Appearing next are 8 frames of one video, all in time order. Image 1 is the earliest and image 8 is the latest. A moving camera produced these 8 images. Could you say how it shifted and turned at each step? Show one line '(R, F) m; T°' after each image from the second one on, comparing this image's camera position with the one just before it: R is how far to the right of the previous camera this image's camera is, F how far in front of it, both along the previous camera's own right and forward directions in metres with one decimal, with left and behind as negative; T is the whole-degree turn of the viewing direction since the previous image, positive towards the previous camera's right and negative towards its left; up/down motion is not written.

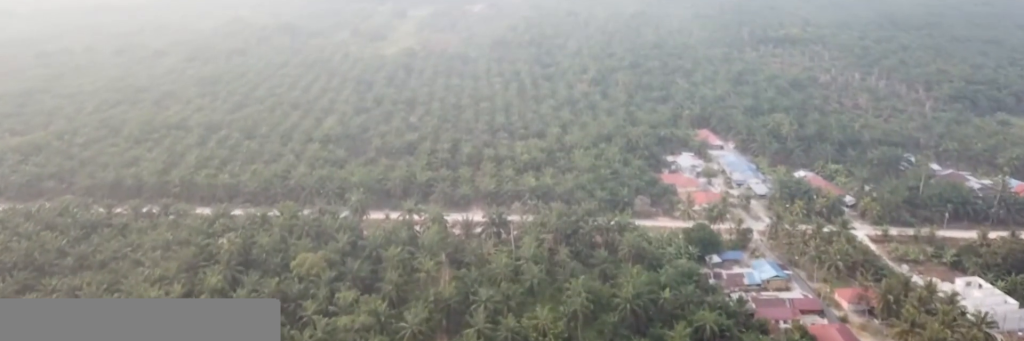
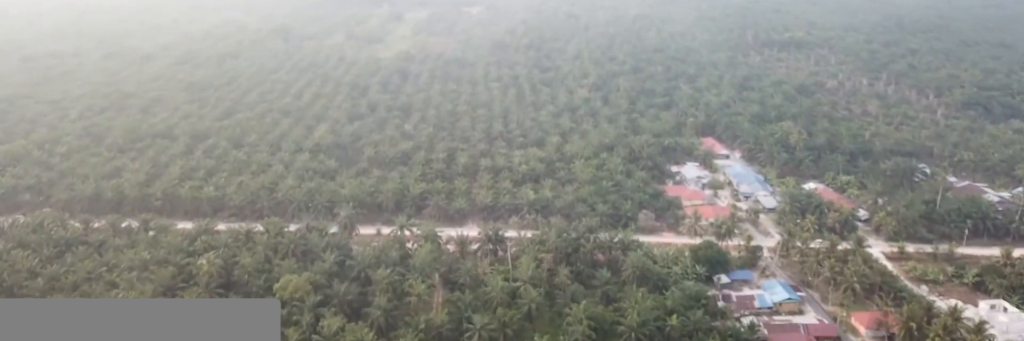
(0.0, +9.5) m; 0°
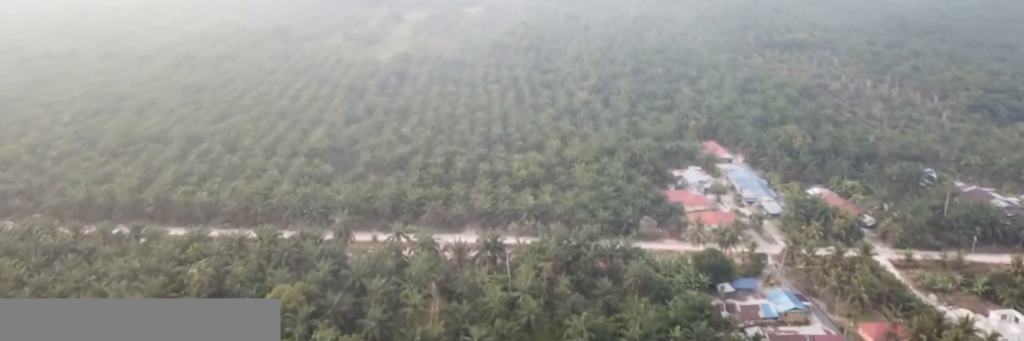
(0.0, +3.9) m; 0°
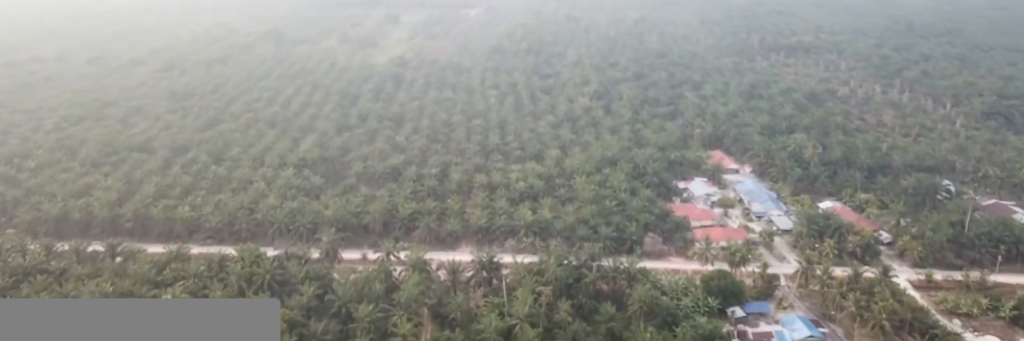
(0.0, +9.8) m; 0°
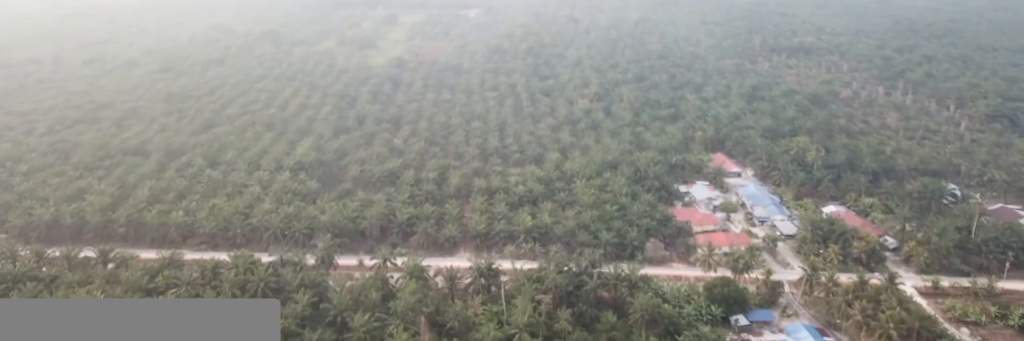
(0.0, +3.0) m; 0°
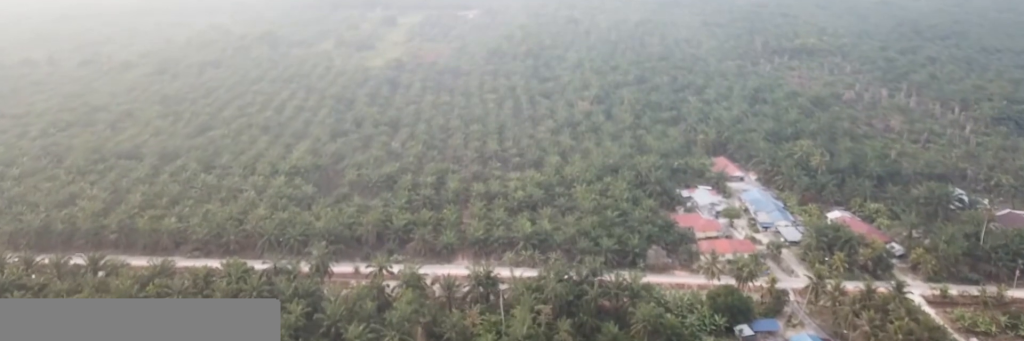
(0.0, +3.6) m; 0°
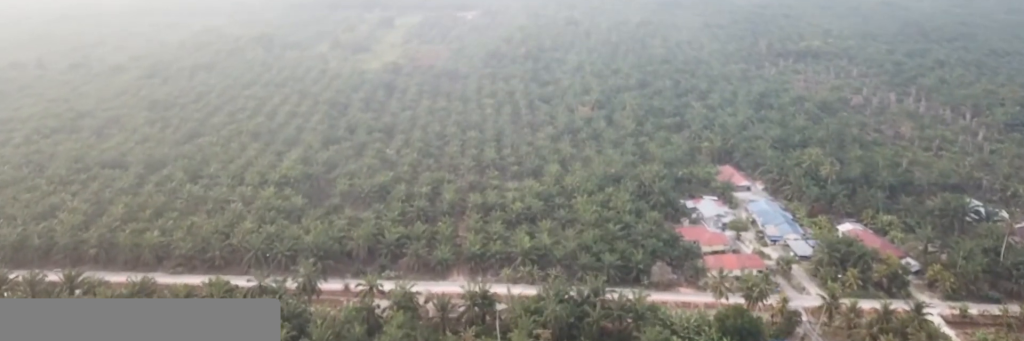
(0.0, +7.9) m; 0°
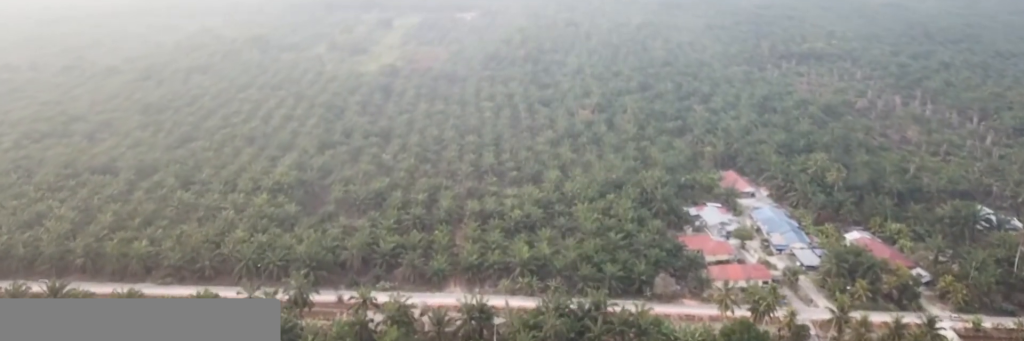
(0.0, +4.8) m; 0°
